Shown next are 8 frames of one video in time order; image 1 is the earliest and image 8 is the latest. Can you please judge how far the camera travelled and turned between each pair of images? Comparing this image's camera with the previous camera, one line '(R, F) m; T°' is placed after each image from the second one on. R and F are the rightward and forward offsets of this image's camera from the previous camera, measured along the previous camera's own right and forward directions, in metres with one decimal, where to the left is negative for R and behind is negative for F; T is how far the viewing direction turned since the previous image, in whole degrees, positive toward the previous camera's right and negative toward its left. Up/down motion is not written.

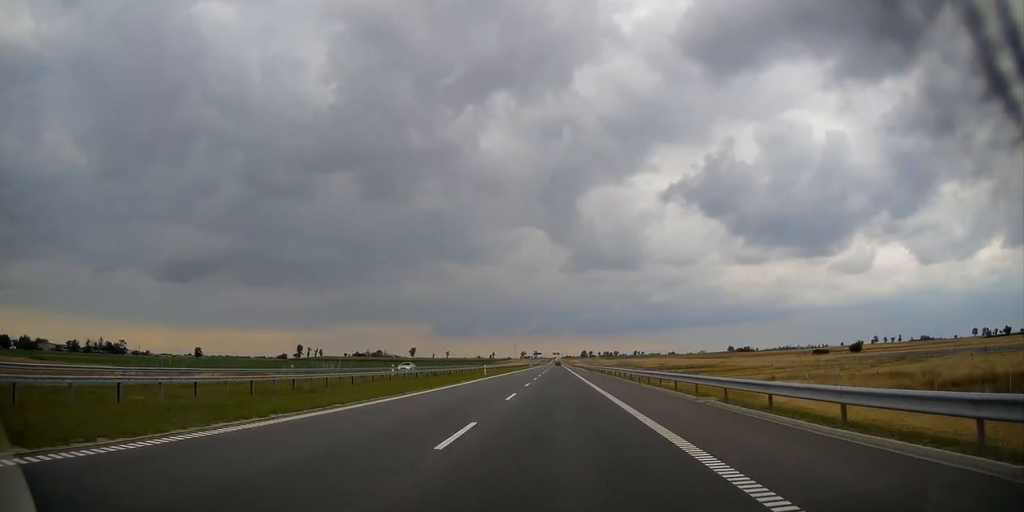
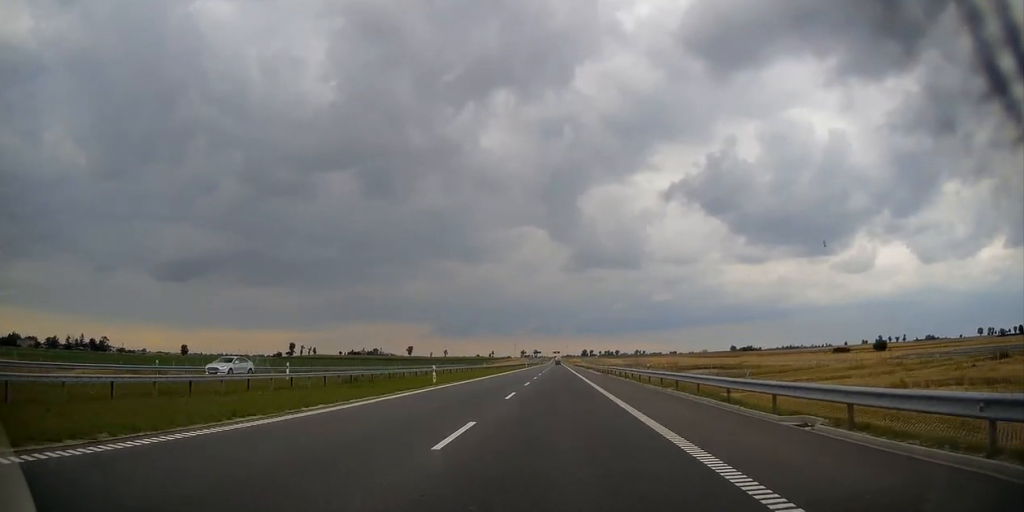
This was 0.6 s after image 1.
(0.0, +24.2) m; 0°
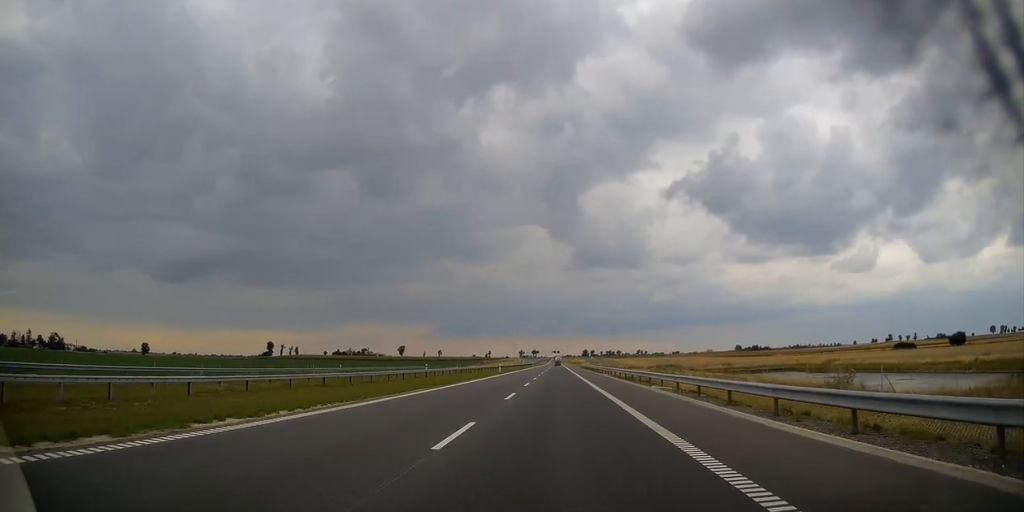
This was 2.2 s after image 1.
(-0.1, +60.0) m; 0°
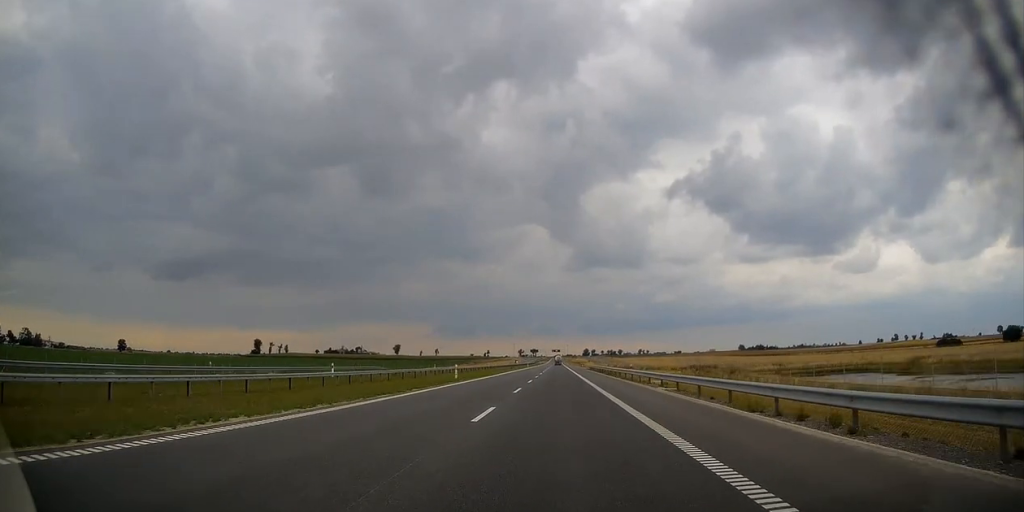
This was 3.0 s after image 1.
(0.0, +31.9) m; 0°
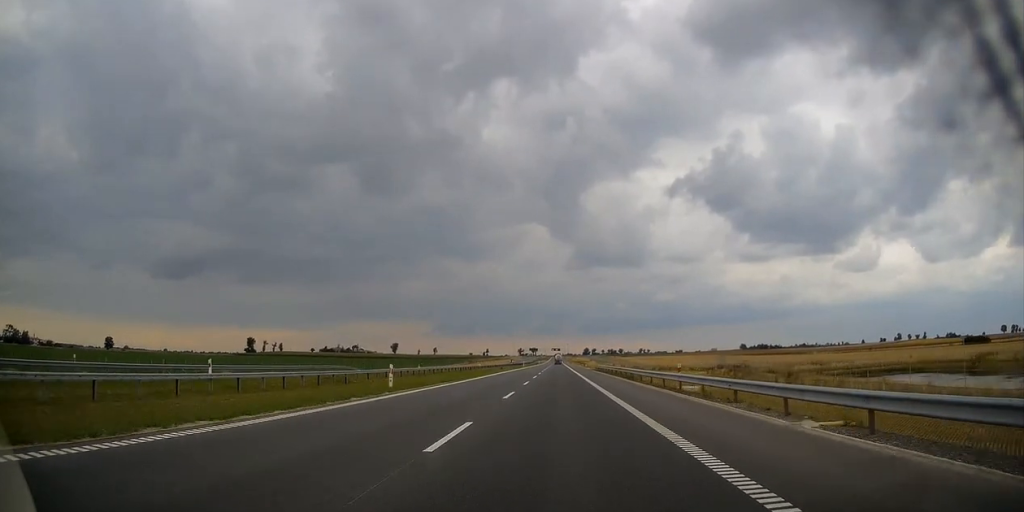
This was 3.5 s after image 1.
(0.0, +16.6) m; 0°
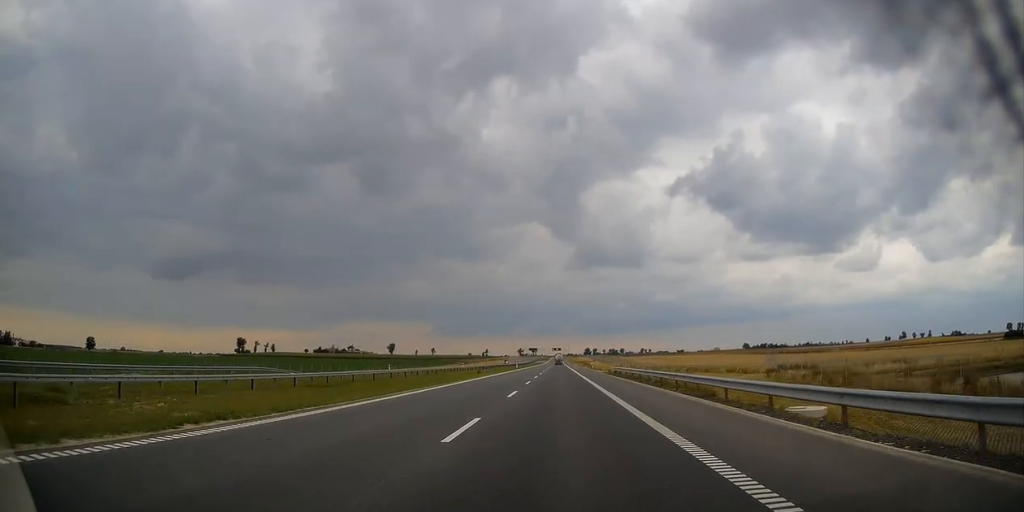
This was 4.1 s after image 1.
(0.0, +23.0) m; 0°
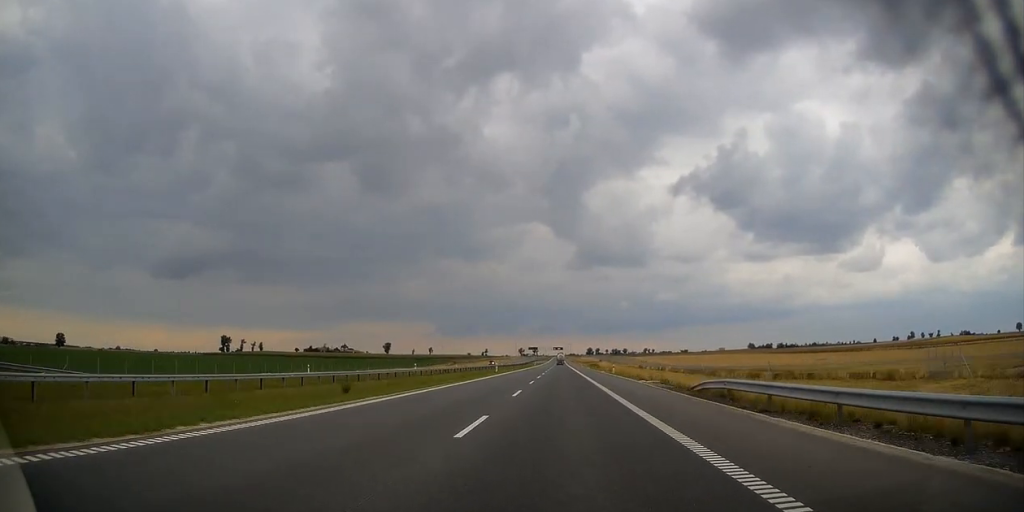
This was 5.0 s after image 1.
(0.0, +35.6) m; 0°
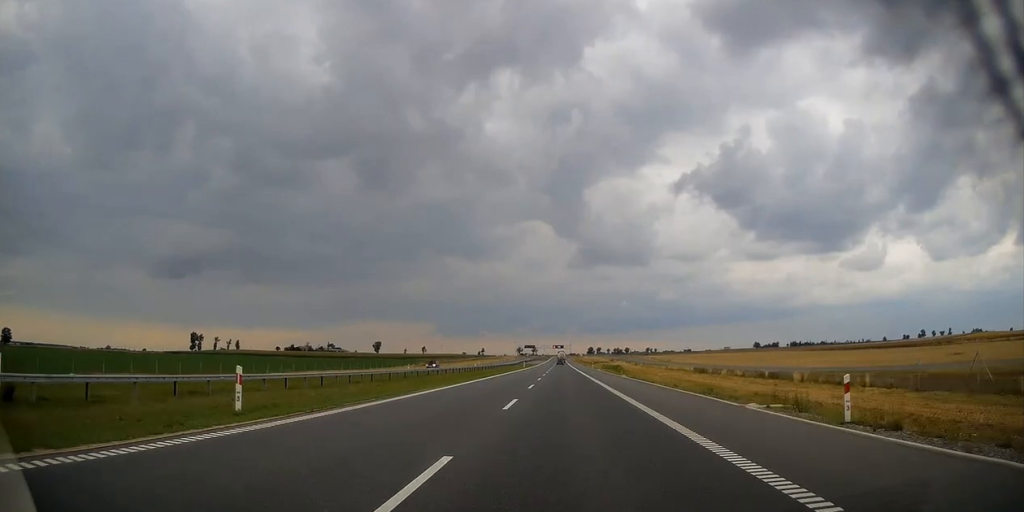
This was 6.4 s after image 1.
(-0.1, +54.5) m; 0°
